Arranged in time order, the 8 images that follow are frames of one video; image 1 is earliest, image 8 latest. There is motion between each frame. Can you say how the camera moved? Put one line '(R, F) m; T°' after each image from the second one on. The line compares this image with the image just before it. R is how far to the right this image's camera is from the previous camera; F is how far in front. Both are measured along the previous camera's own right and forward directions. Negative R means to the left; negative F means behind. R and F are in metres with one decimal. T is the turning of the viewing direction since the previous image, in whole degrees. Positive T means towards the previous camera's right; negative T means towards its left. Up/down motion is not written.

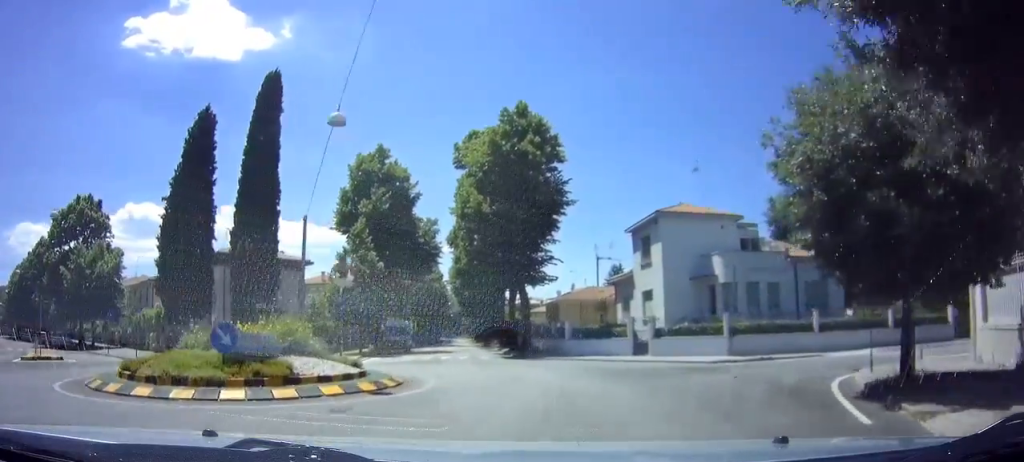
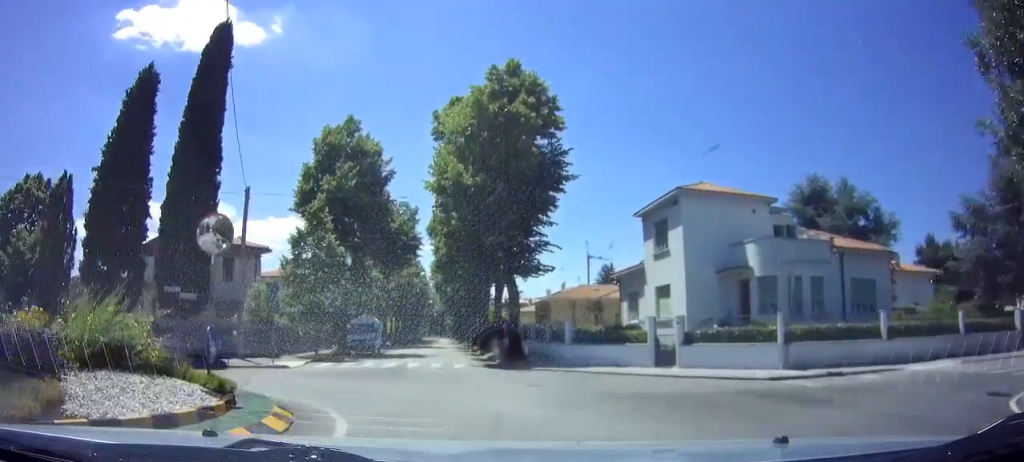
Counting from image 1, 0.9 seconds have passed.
(+0.3, +6.0) m; +3°
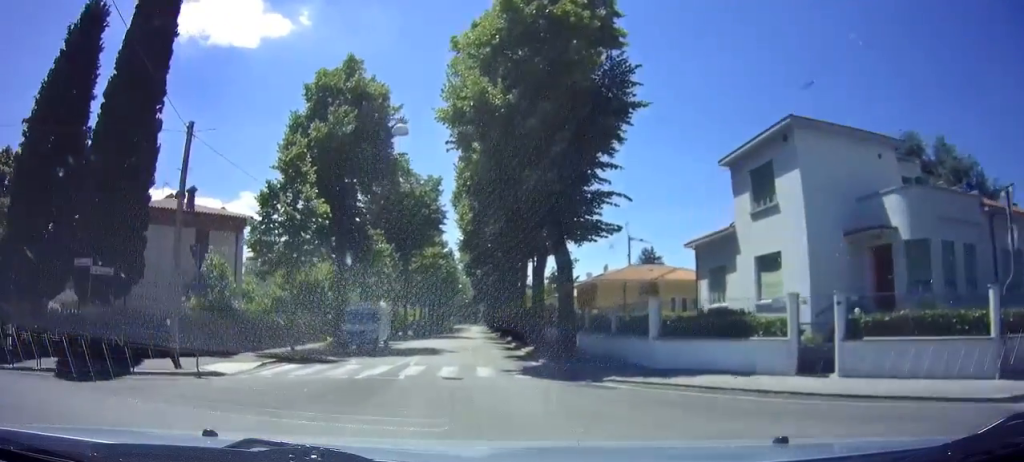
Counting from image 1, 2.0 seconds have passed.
(-0.1, +8.0) m; -2°
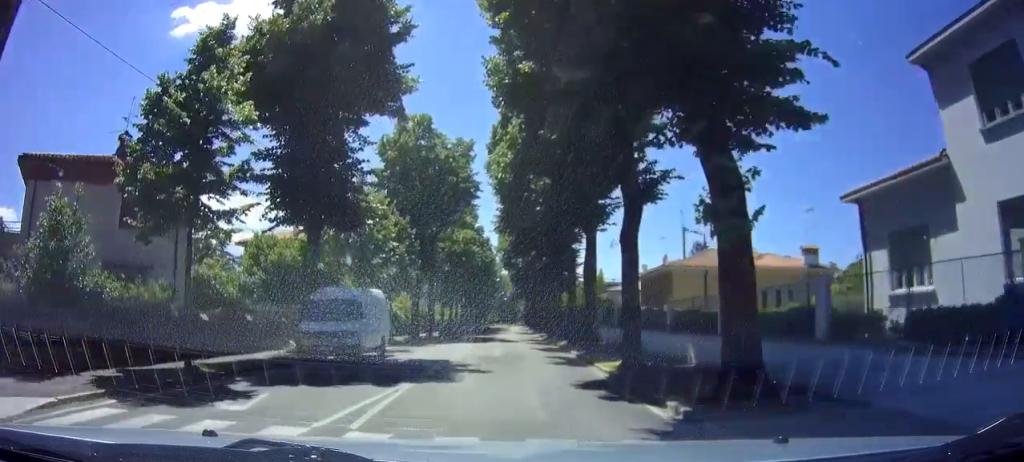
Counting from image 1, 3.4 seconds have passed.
(-0.1, +10.9) m; -1°
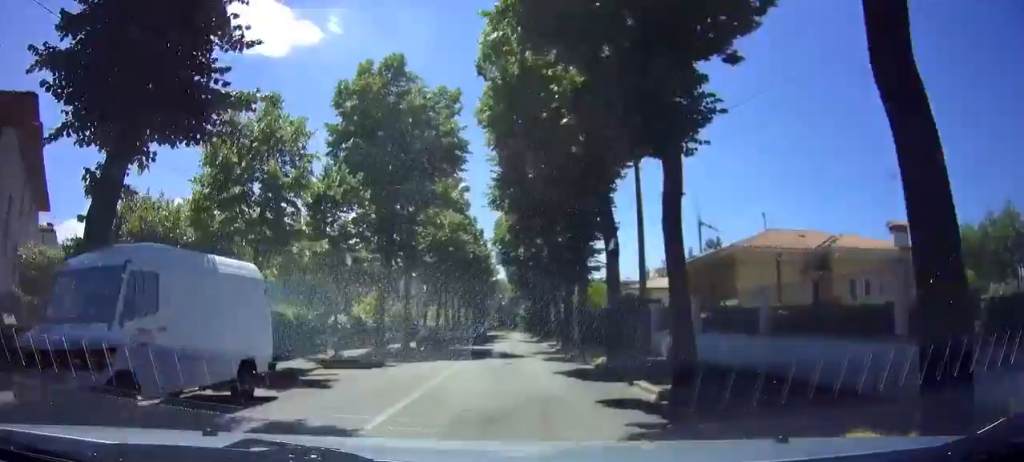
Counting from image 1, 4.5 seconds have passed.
(-0.1, +10.3) m; 0°
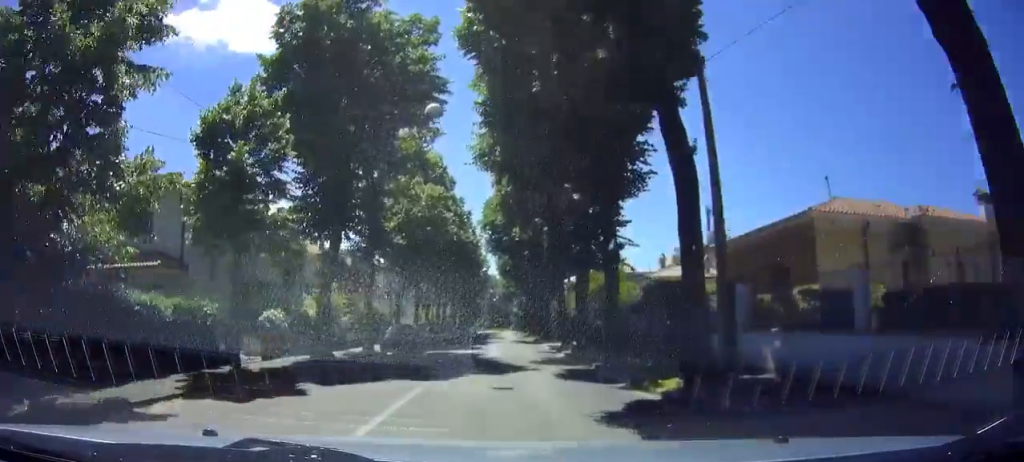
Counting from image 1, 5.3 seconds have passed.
(+0.1, +7.9) m; +1°
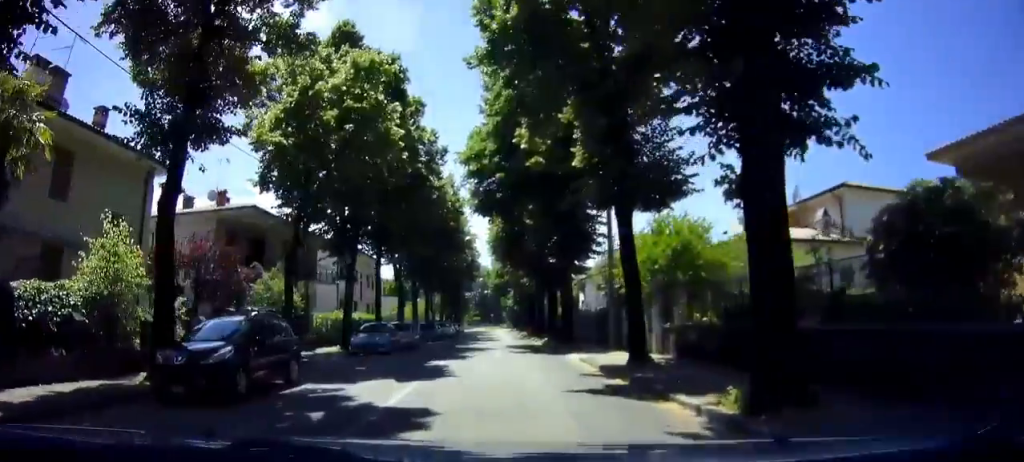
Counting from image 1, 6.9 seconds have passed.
(+0.2, +16.9) m; -1°
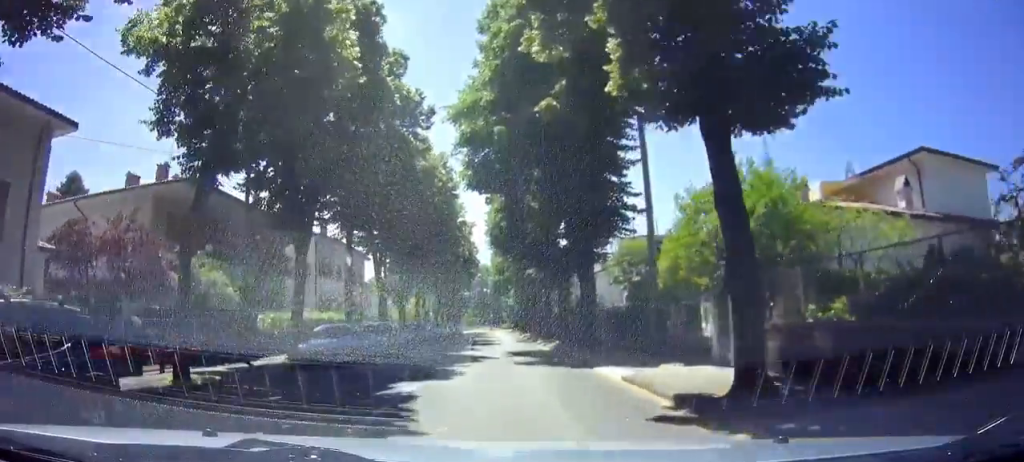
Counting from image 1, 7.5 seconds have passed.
(-0.2, +6.3) m; -1°
